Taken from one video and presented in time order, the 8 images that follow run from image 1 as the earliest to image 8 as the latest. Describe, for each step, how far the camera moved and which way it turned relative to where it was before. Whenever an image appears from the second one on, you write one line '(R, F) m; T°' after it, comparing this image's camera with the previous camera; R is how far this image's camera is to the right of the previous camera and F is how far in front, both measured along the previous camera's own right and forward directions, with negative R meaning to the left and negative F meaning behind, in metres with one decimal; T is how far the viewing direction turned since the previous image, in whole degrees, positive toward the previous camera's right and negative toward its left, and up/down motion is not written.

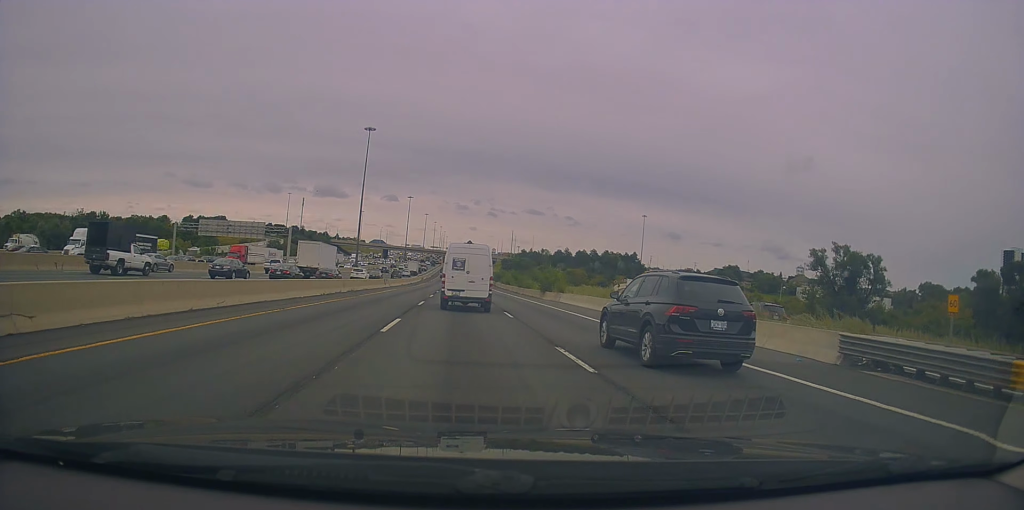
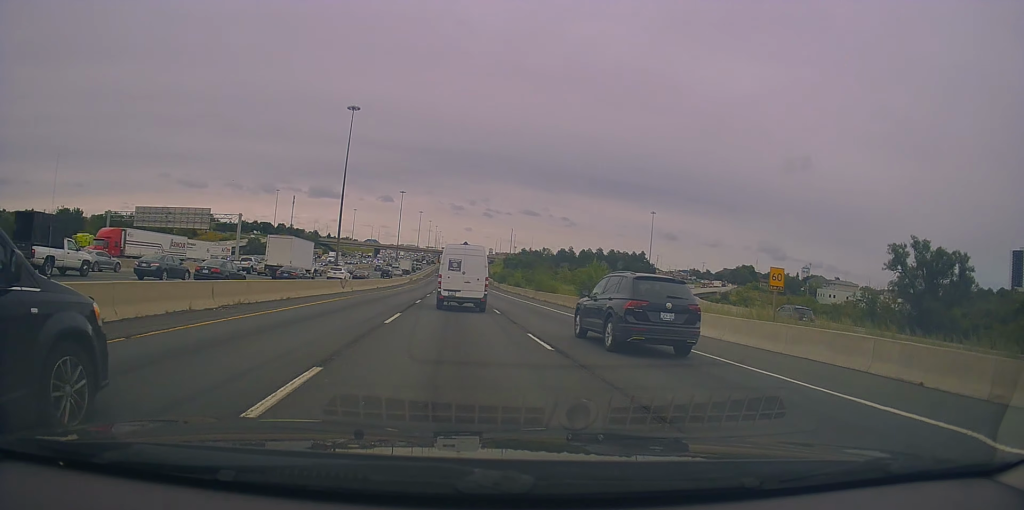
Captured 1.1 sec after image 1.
(-0.1, +21.5) m; 0°
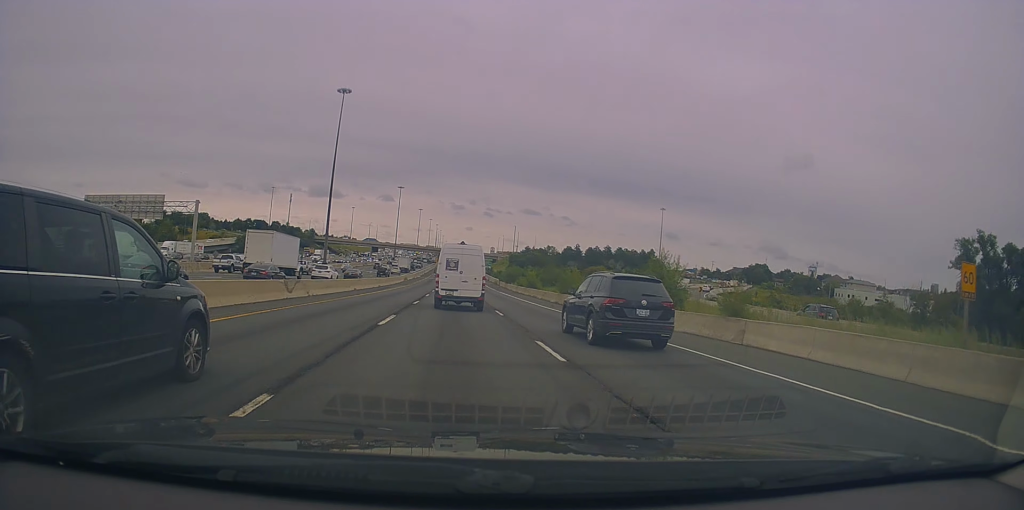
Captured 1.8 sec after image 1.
(-0.2, +13.5) m; 0°
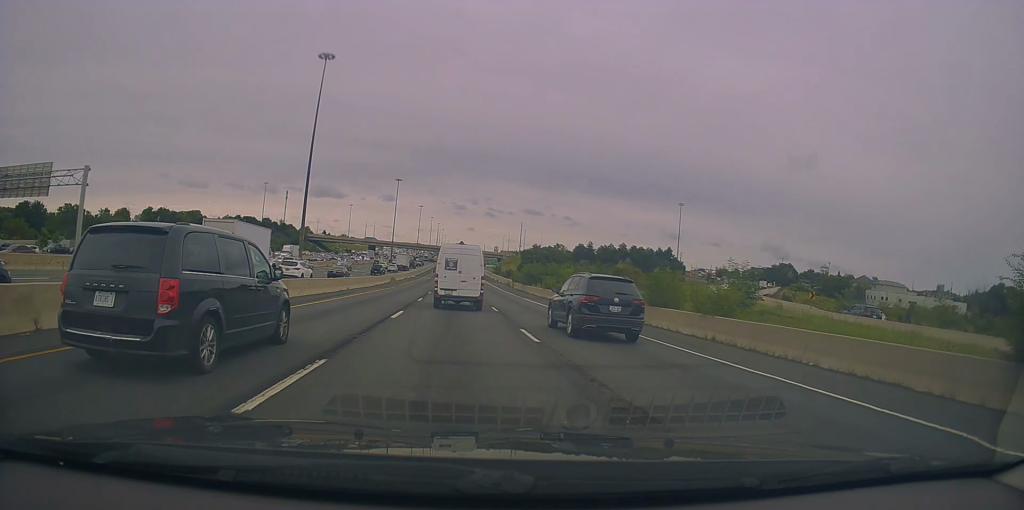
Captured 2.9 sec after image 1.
(+0.4, +21.7) m; 0°
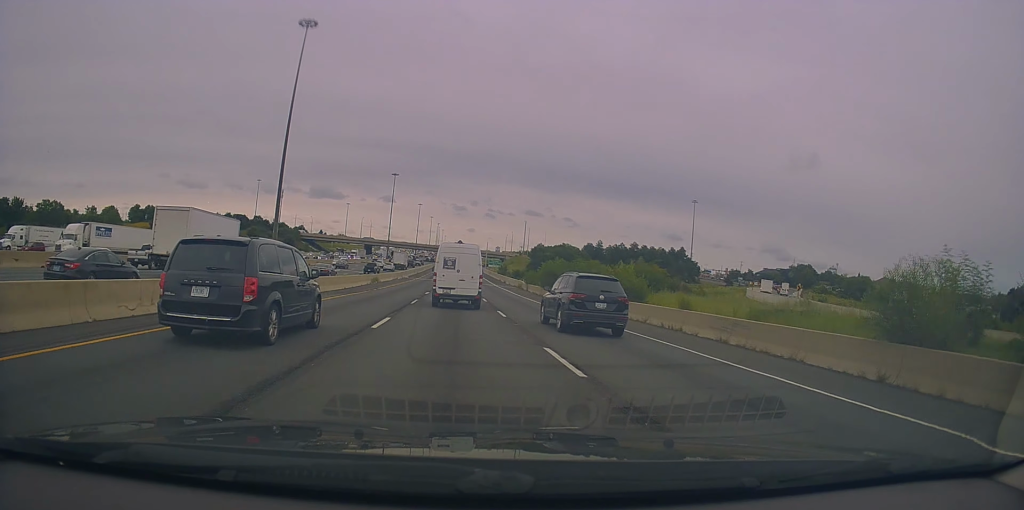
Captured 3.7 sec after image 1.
(-0.5, +15.9) m; 0°
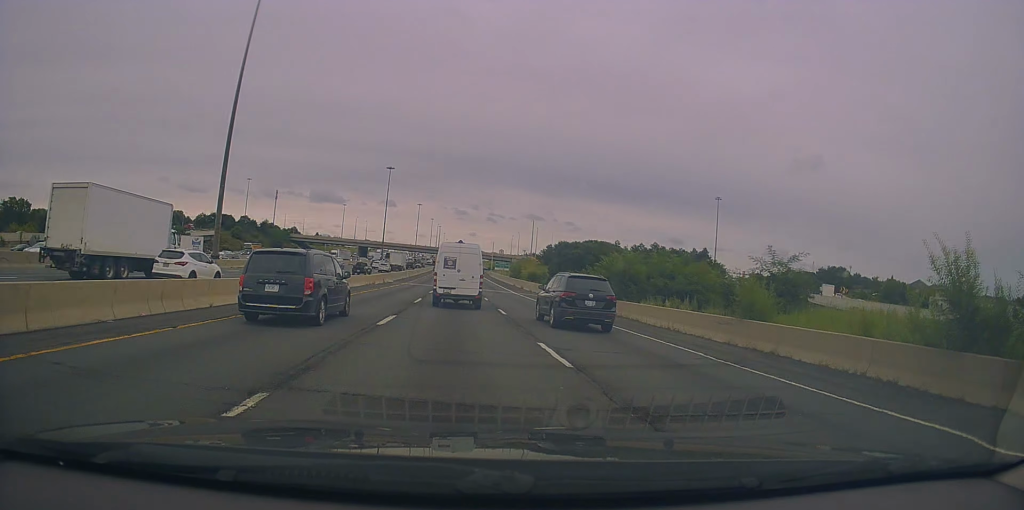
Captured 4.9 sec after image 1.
(+0.5, +22.9) m; 0°
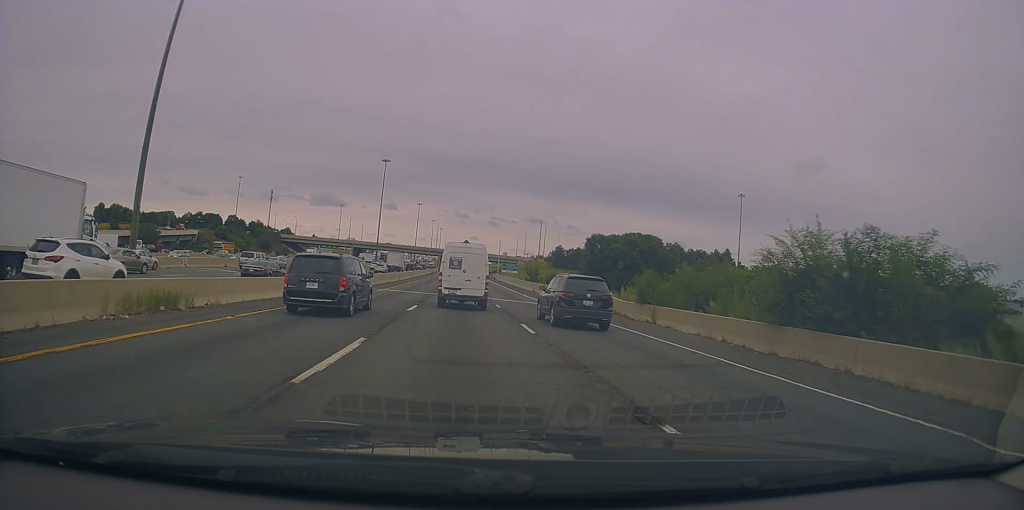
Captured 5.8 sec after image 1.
(-0.4, +19.1) m; -1°
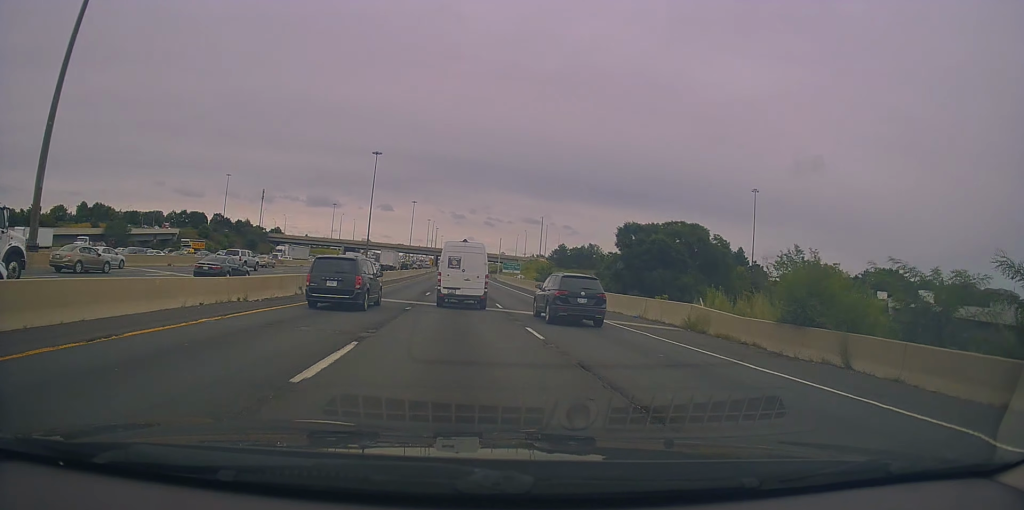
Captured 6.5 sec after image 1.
(0.0, +13.7) m; +1°
